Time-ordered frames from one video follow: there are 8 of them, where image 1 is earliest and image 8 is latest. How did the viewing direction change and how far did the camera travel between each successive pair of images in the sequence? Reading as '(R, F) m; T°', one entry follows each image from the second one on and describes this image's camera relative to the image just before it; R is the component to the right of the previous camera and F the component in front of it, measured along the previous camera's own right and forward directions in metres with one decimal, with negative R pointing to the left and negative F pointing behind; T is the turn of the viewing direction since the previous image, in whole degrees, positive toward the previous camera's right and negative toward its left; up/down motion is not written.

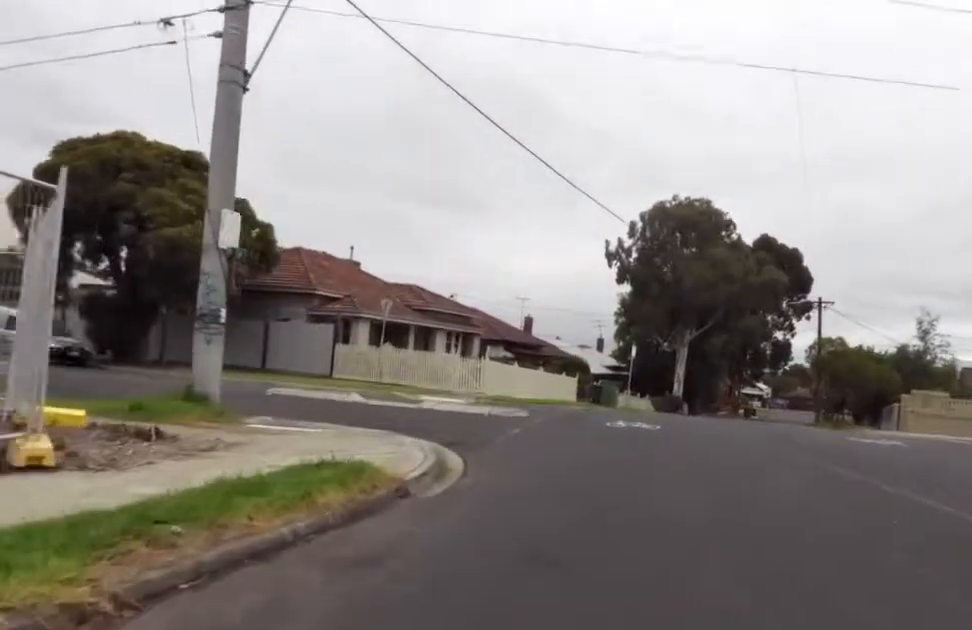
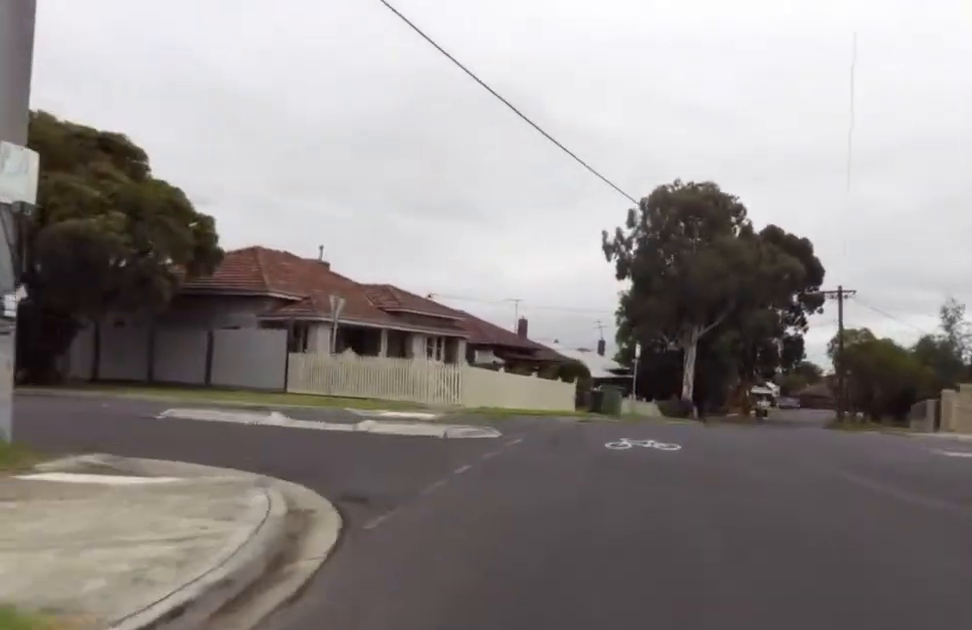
(+0.2, +3.9) m; +4°
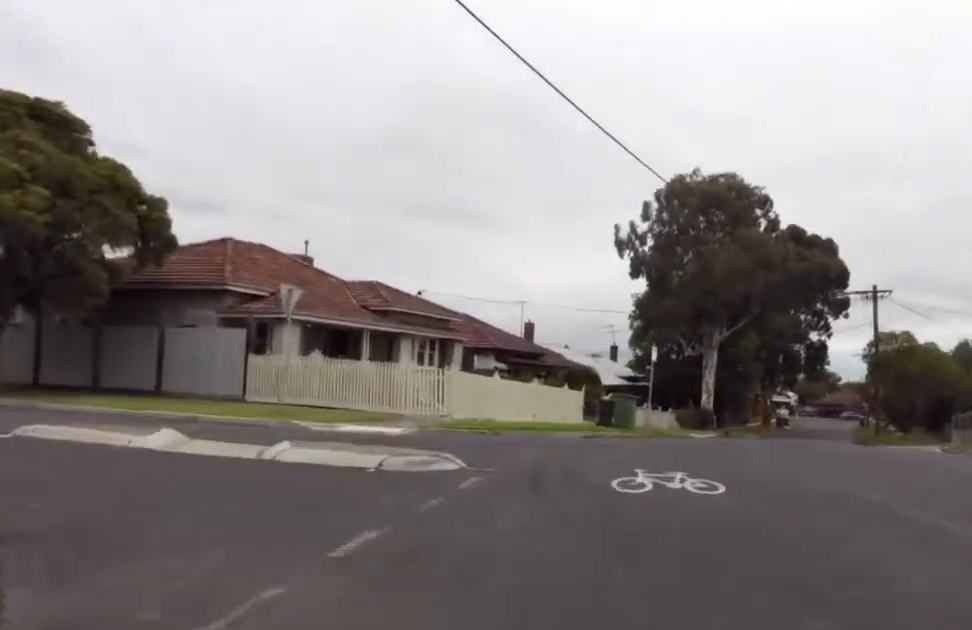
(+0.4, +3.5) m; +6°
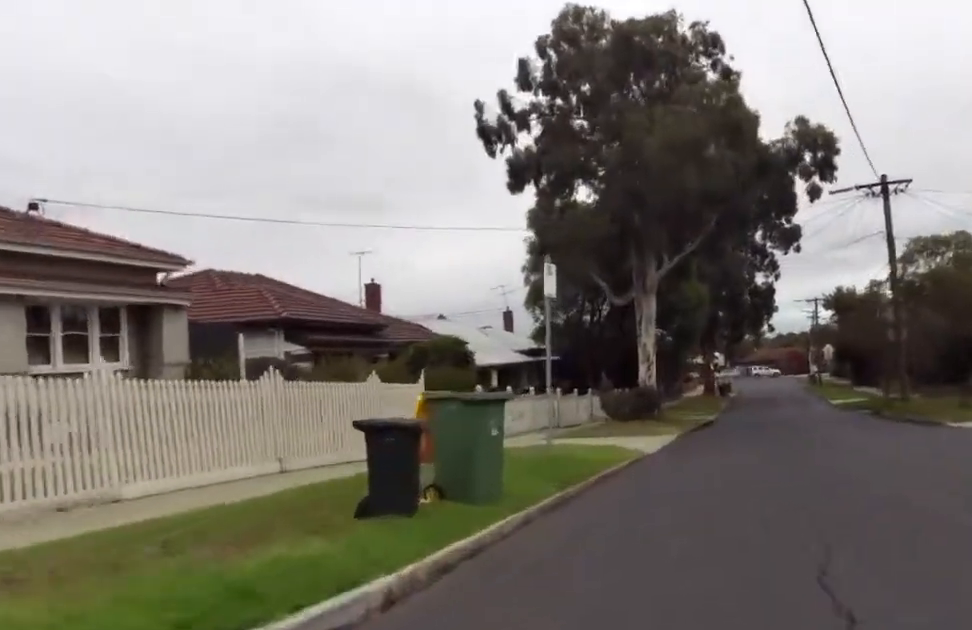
(+0.3, +15.0) m; +1°
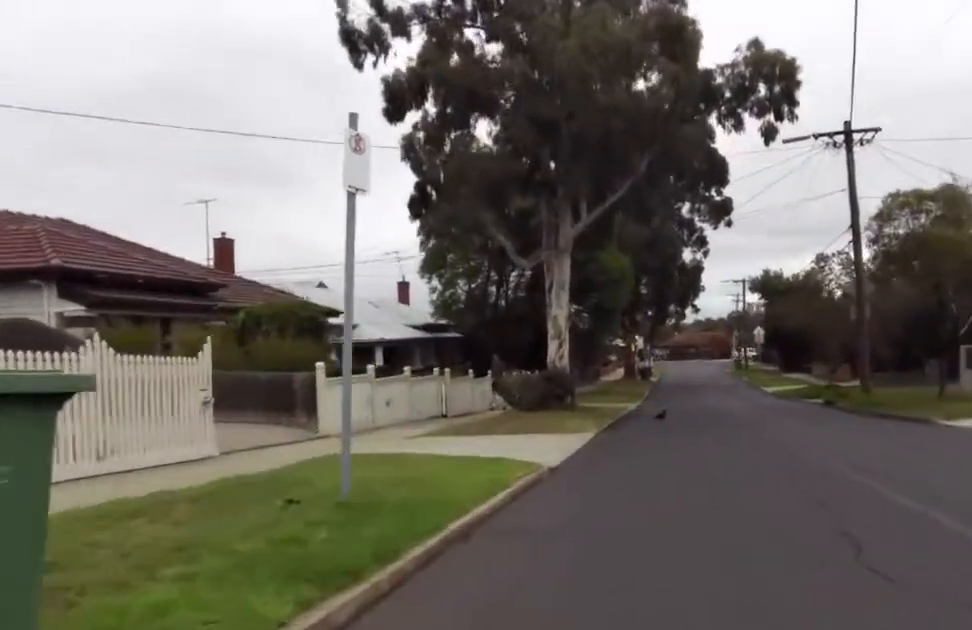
(0.0, +5.0) m; 0°
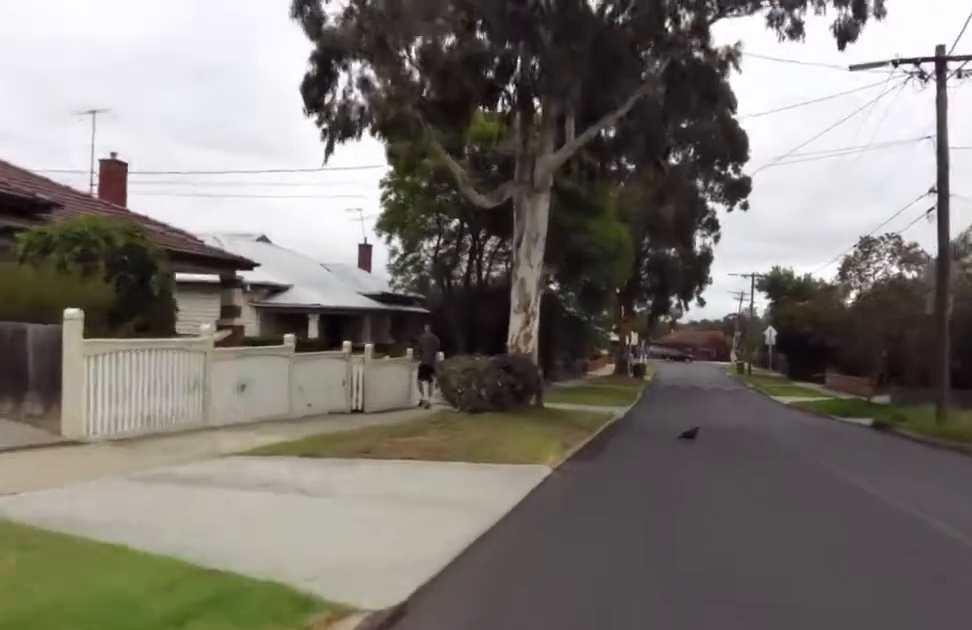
(0.0, +5.9) m; +1°
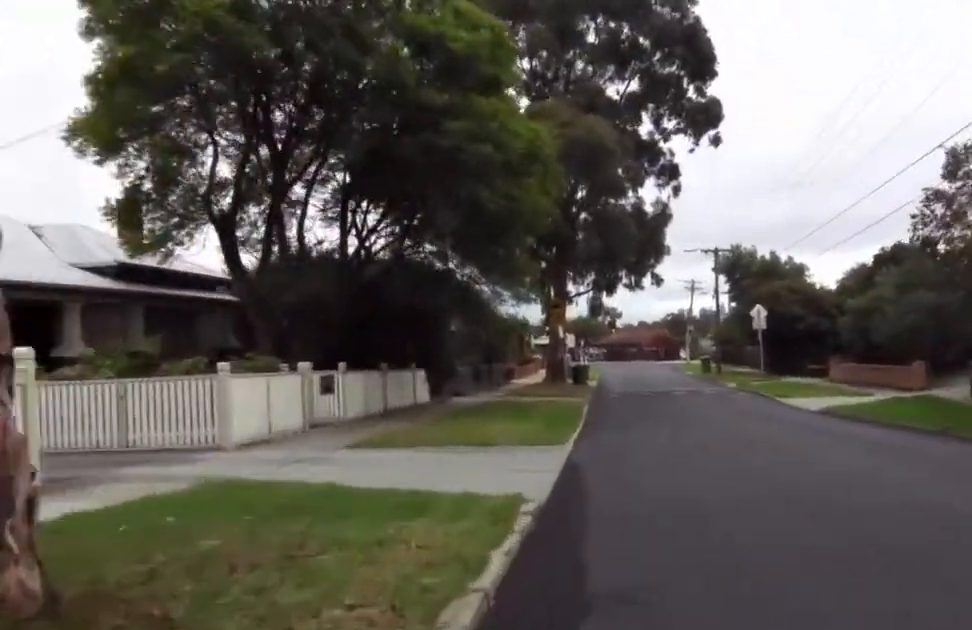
(+1.1, +12.3) m; +8°
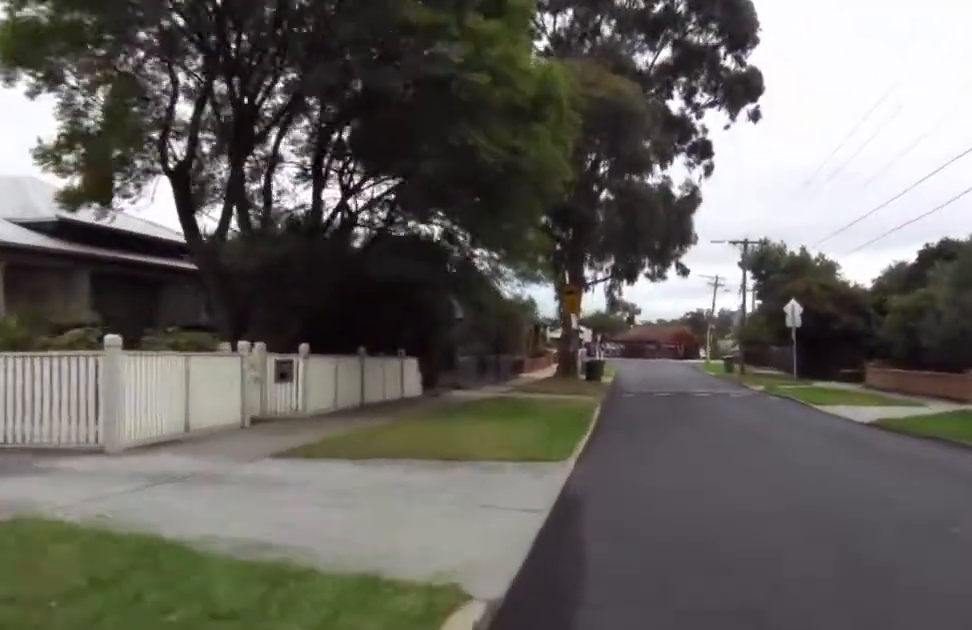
(+0.4, +2.8) m; -1°
